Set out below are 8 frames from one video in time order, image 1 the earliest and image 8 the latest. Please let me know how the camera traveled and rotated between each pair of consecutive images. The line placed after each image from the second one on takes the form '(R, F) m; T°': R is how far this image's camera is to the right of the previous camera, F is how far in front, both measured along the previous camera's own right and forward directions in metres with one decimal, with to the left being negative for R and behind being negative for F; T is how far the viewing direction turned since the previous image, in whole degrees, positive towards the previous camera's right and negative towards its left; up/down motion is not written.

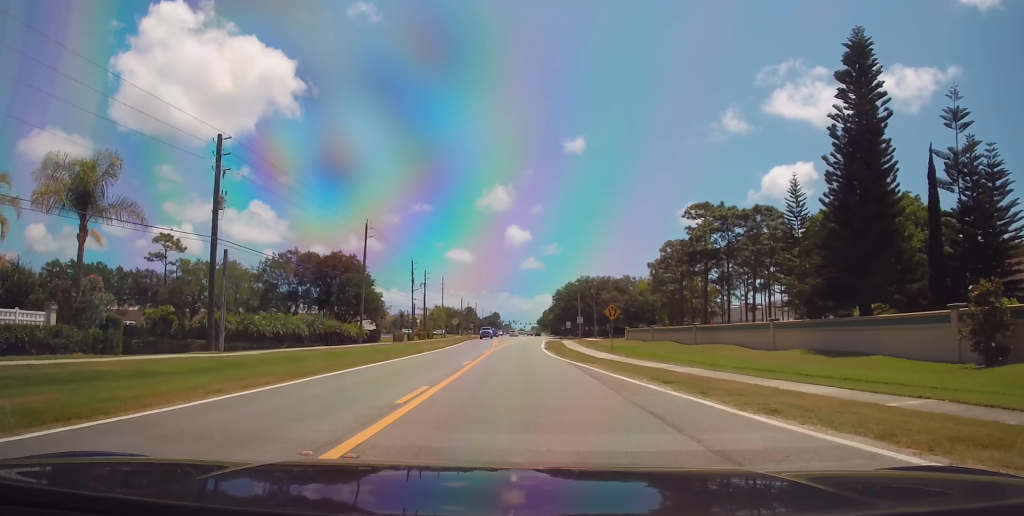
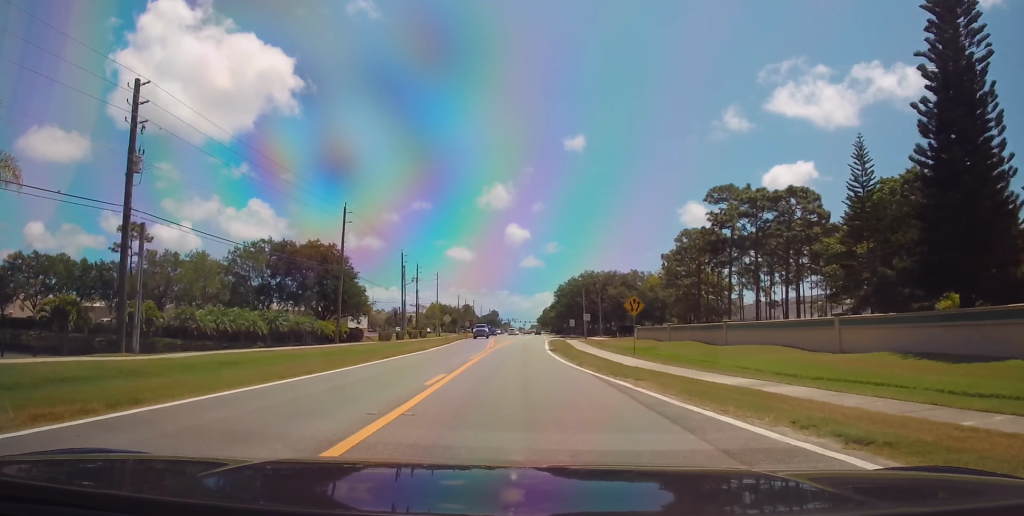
(0.0, +8.9) m; 0°
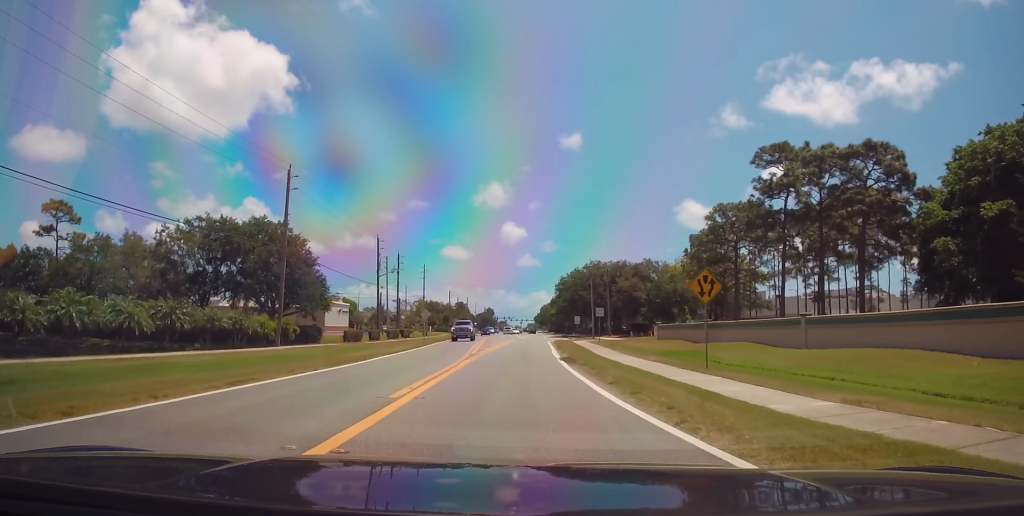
(0.0, +14.9) m; 0°
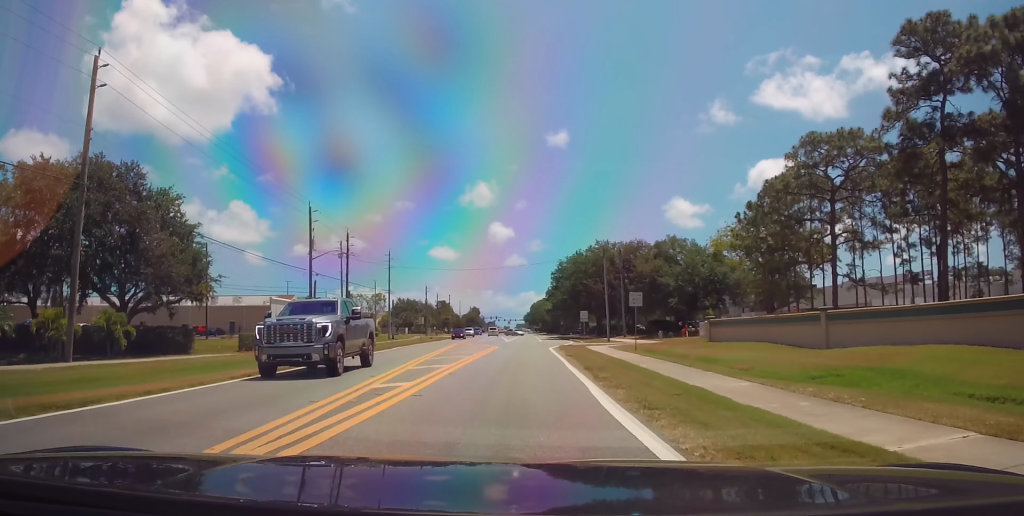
(0.0, +23.4) m; 0°
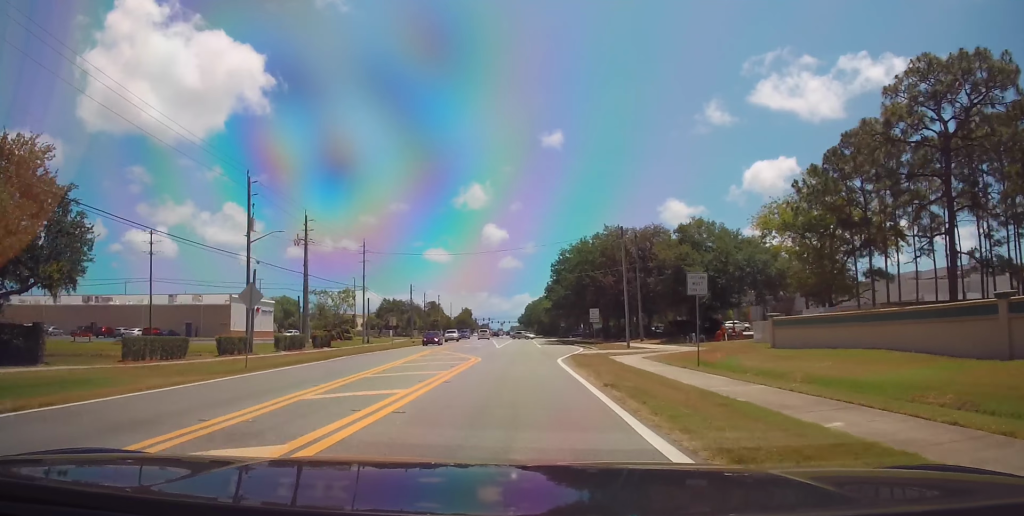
(0.0, +13.5) m; +1°
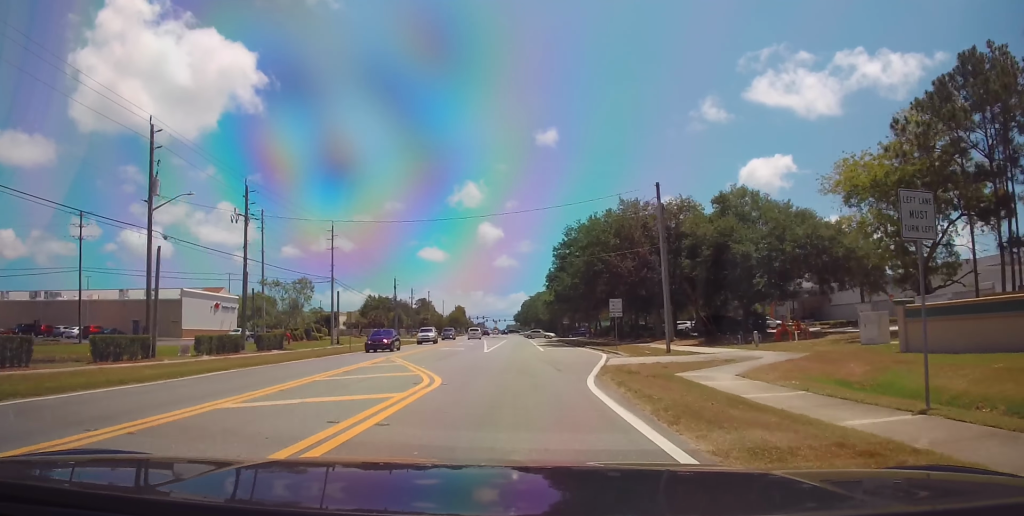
(+0.1, +13.4) m; +1°
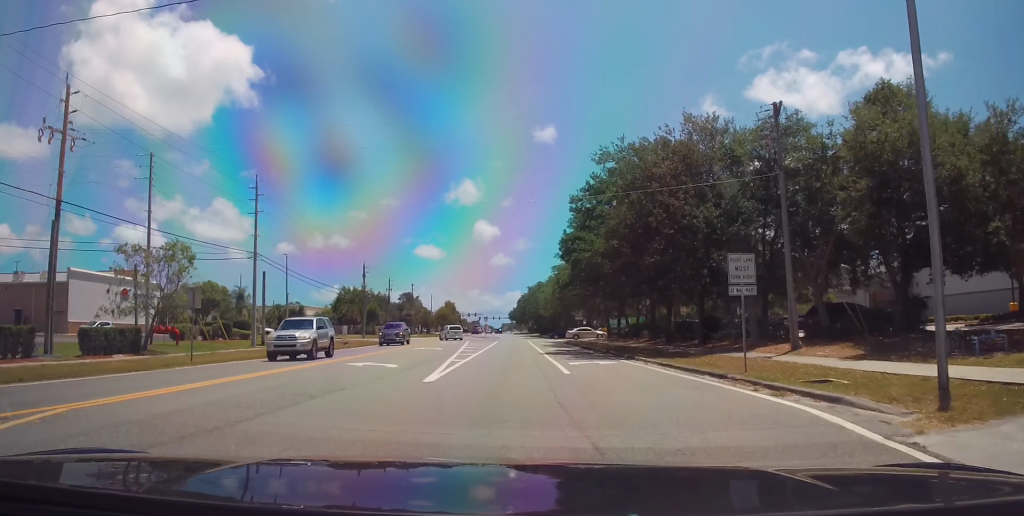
(0.0, +22.2) m; 0°
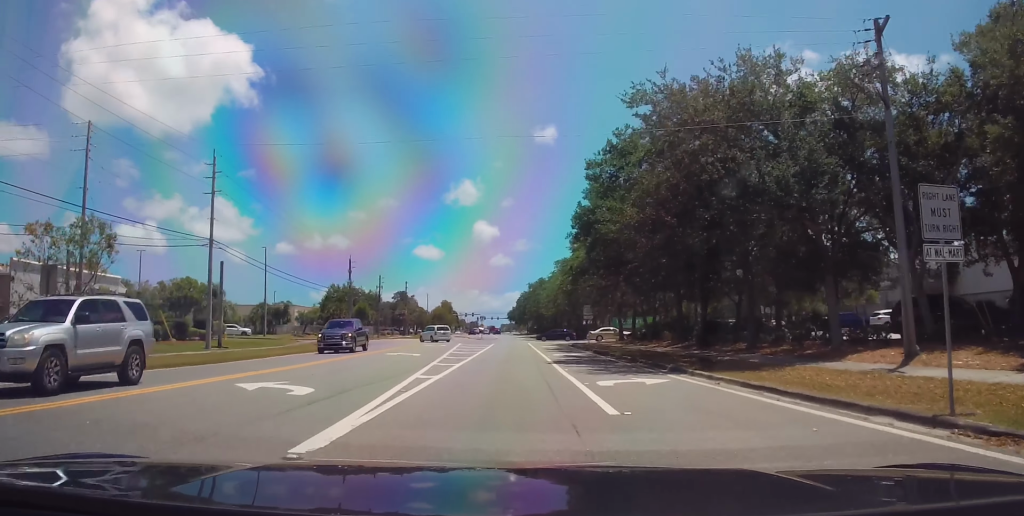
(0.0, +8.4) m; 0°
